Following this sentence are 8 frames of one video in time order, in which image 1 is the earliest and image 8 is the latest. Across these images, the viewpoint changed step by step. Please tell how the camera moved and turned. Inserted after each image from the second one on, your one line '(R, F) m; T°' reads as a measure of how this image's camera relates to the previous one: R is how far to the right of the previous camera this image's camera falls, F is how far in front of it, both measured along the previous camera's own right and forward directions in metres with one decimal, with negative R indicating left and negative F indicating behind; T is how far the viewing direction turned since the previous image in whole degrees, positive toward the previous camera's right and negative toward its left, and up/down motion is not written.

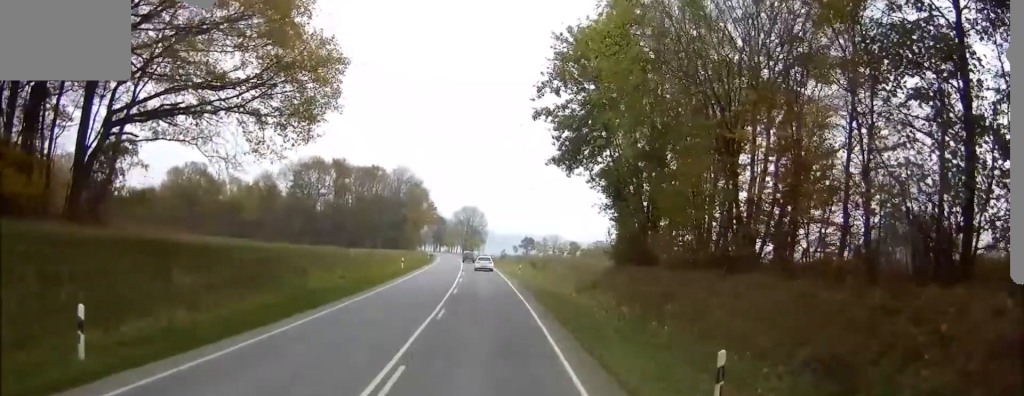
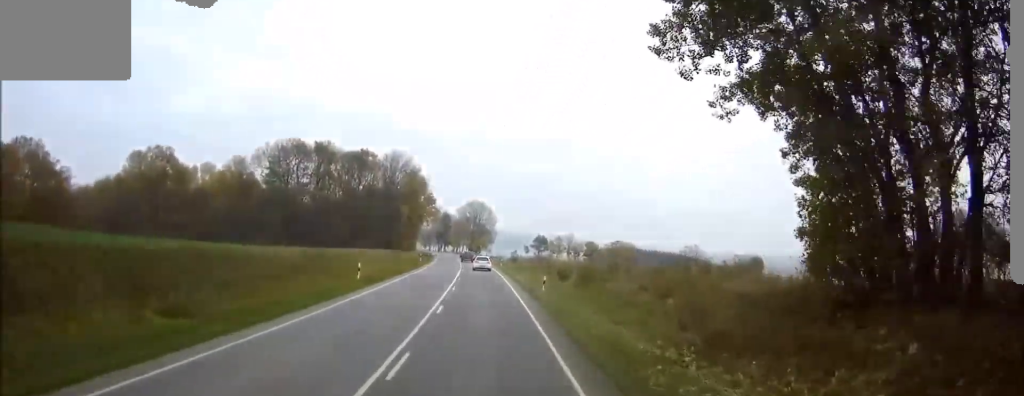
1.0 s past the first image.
(0.0, +22.5) m; 0°
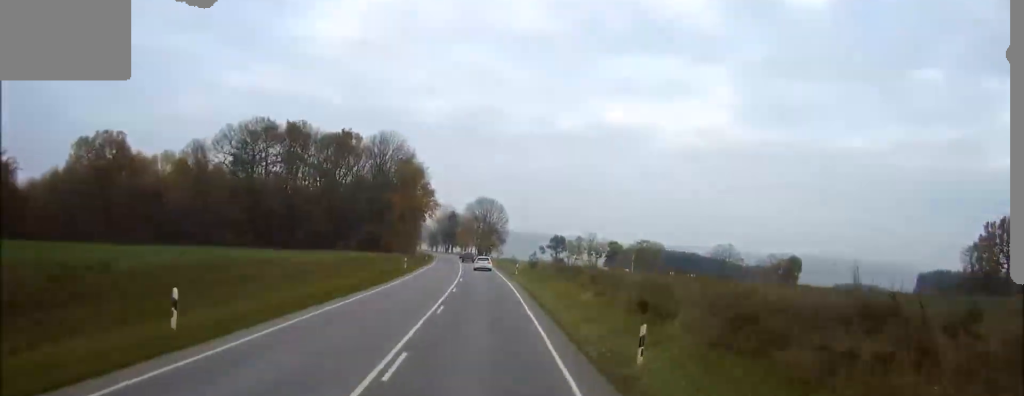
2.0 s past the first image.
(-0.1, +24.1) m; -2°
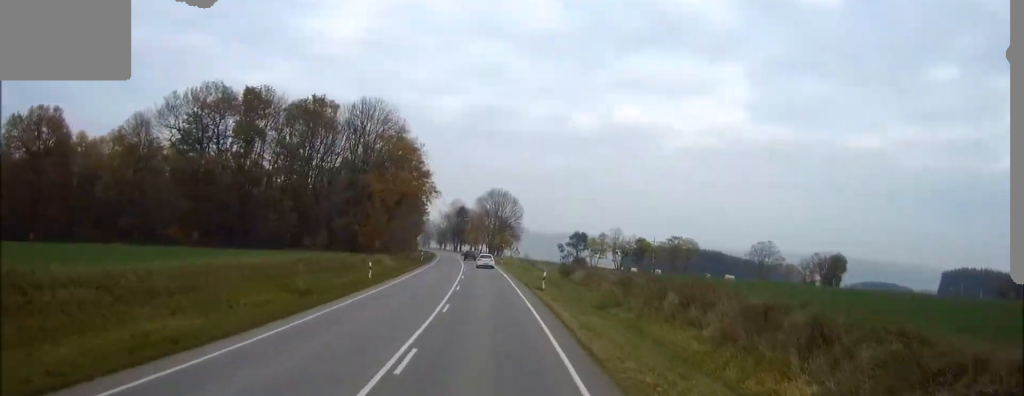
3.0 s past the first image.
(-0.6, +23.3) m; -2°
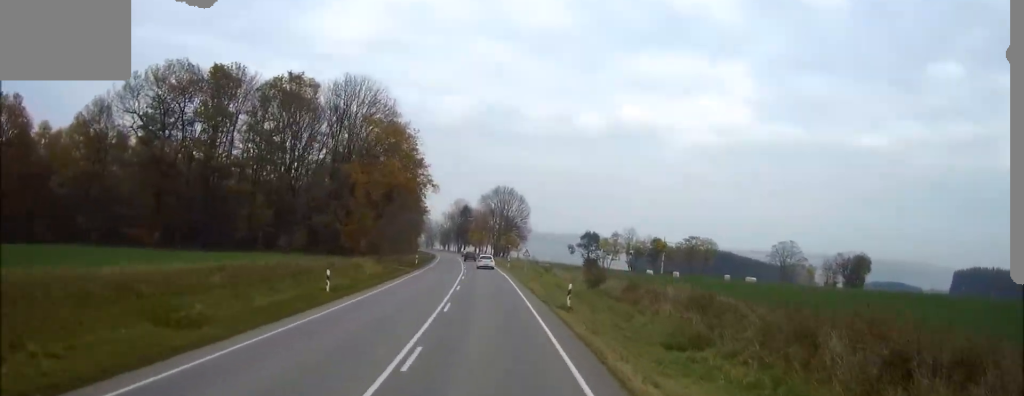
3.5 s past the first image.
(-0.1, +11.7) m; 0°
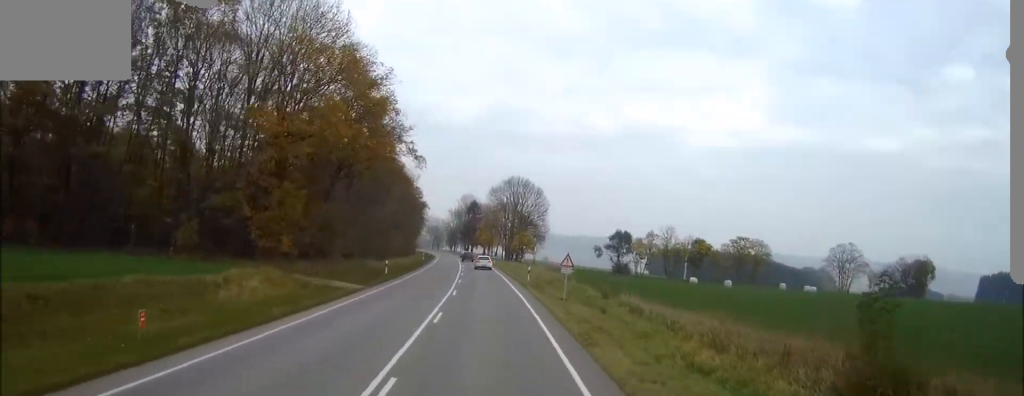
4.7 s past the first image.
(-0.1, +27.9) m; -1°
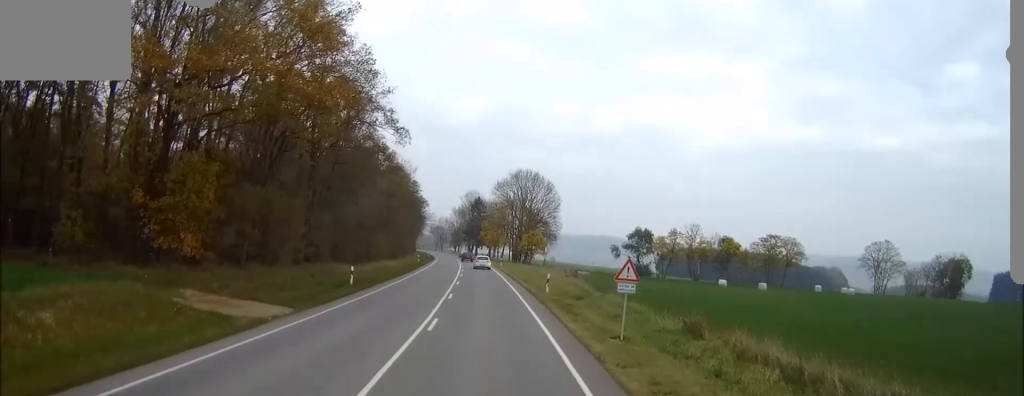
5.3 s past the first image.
(-0.1, +13.9) m; 0°
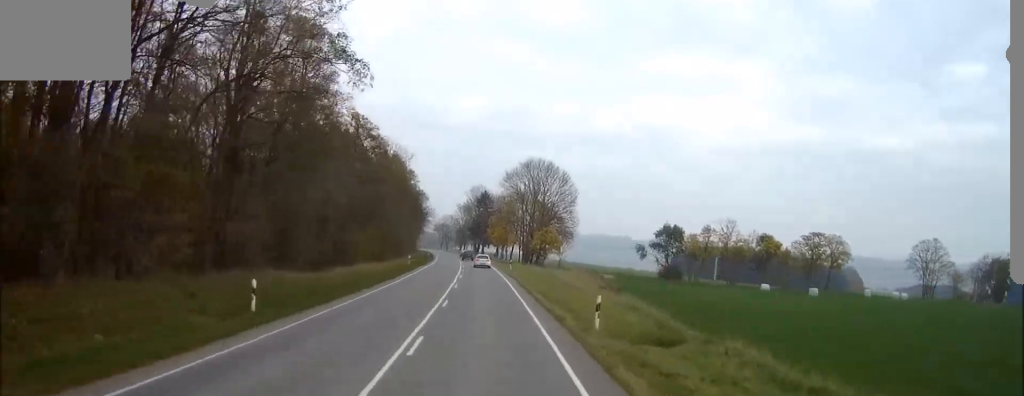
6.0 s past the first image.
(-0.1, +16.2) m; -1°
